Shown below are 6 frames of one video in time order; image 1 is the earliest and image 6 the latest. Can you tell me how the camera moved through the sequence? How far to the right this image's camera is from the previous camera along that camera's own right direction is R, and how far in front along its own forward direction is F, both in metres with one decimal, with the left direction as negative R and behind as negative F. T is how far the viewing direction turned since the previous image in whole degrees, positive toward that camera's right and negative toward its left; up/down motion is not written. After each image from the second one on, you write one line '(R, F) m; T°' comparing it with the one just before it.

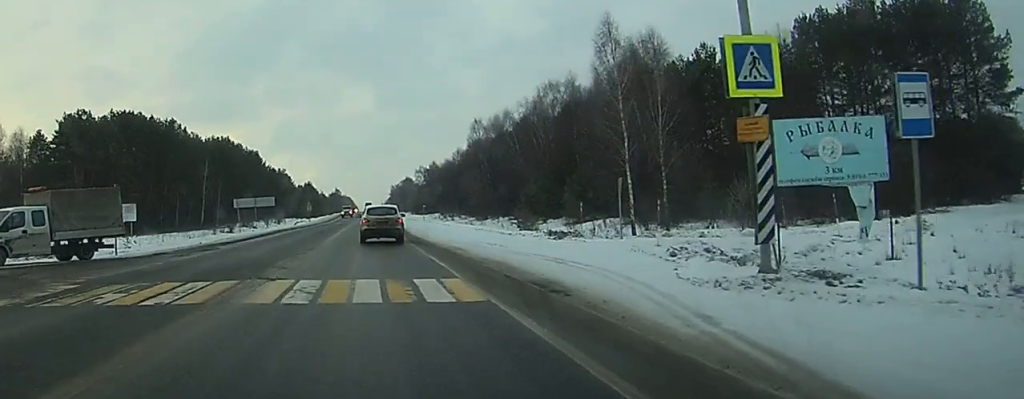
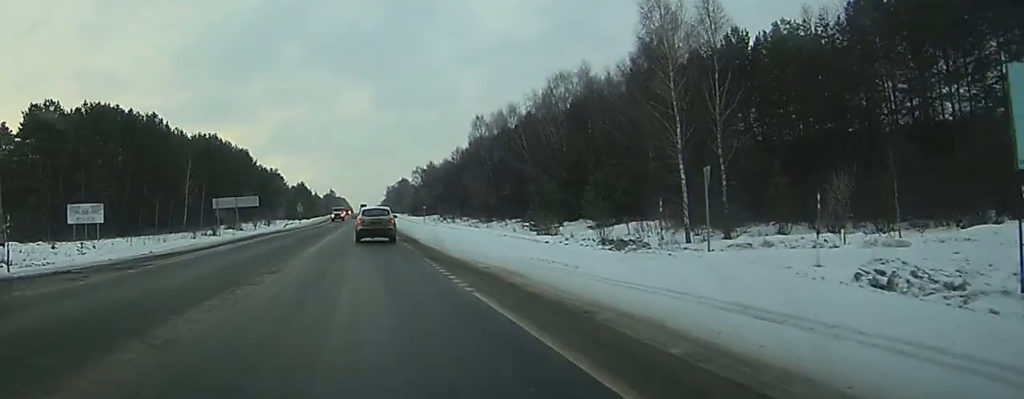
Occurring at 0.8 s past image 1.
(0.0, +11.4) m; 0°
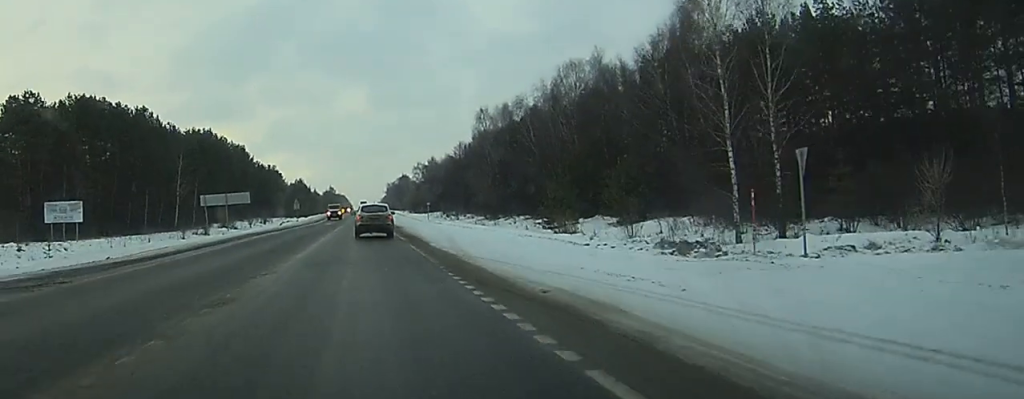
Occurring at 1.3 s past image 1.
(0.0, +6.8) m; 0°
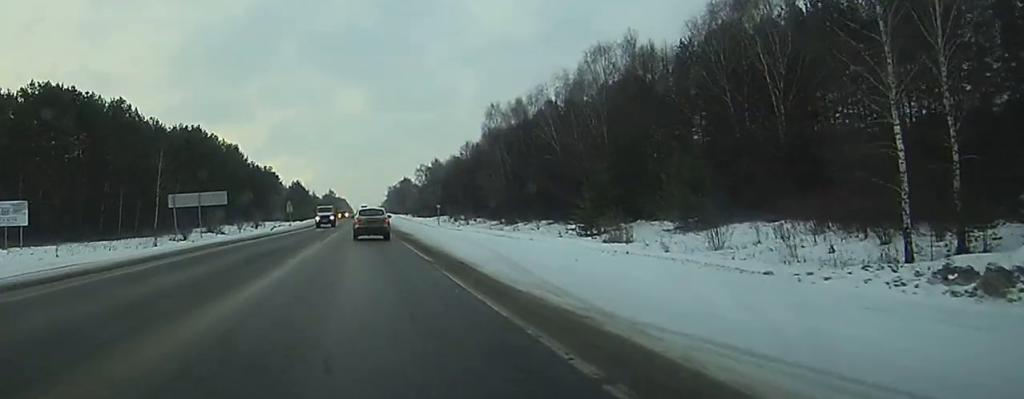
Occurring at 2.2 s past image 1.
(0.0, +14.1) m; 0°
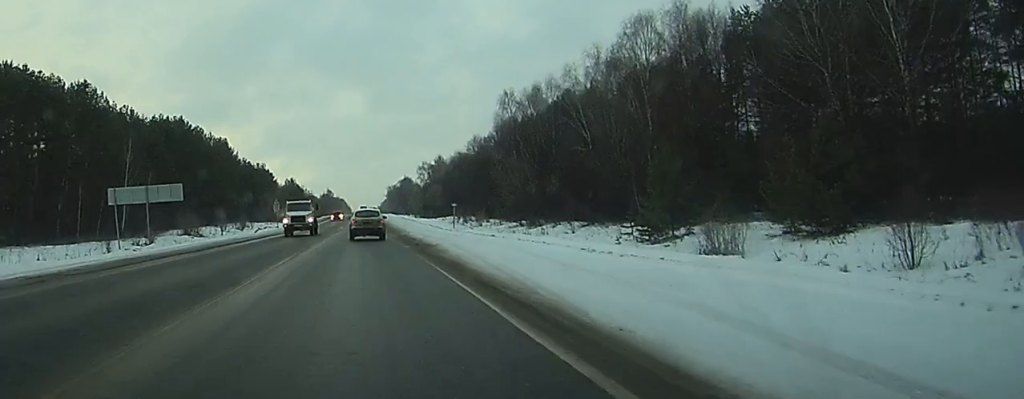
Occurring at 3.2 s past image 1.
(0.0, +16.4) m; 0°
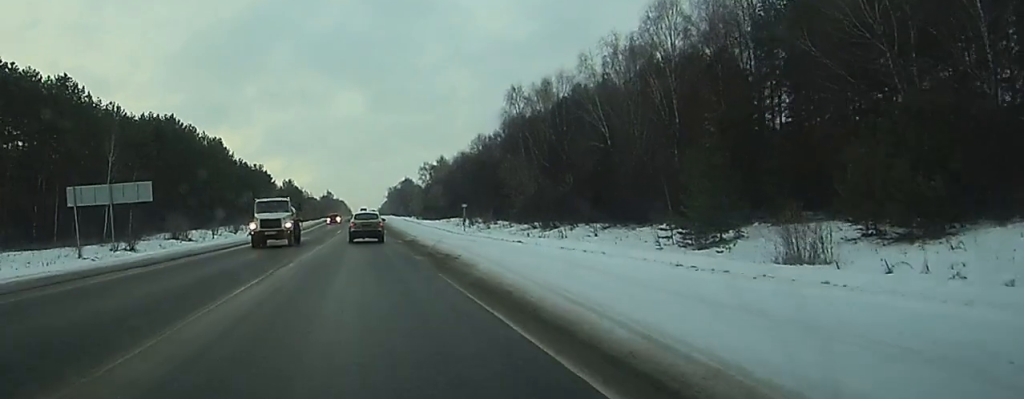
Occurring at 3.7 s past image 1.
(0.0, +7.7) m; 0°
